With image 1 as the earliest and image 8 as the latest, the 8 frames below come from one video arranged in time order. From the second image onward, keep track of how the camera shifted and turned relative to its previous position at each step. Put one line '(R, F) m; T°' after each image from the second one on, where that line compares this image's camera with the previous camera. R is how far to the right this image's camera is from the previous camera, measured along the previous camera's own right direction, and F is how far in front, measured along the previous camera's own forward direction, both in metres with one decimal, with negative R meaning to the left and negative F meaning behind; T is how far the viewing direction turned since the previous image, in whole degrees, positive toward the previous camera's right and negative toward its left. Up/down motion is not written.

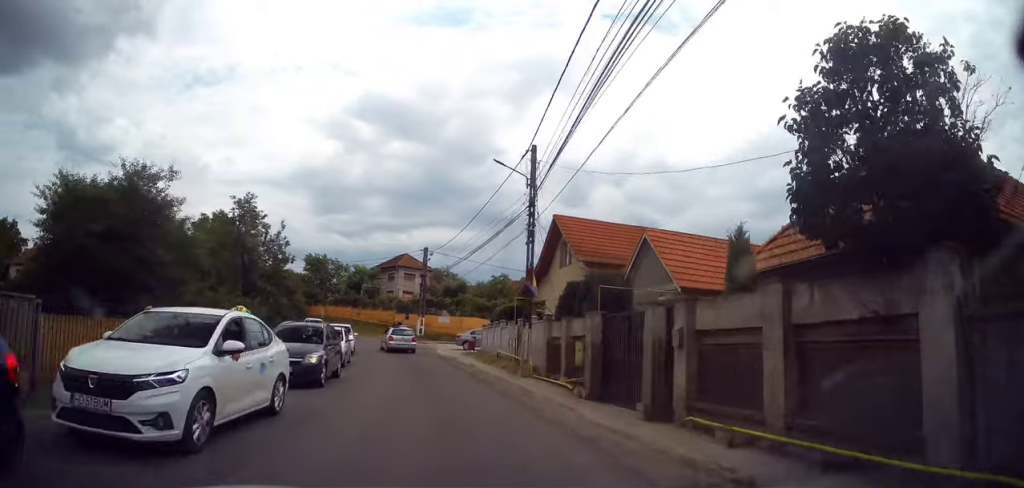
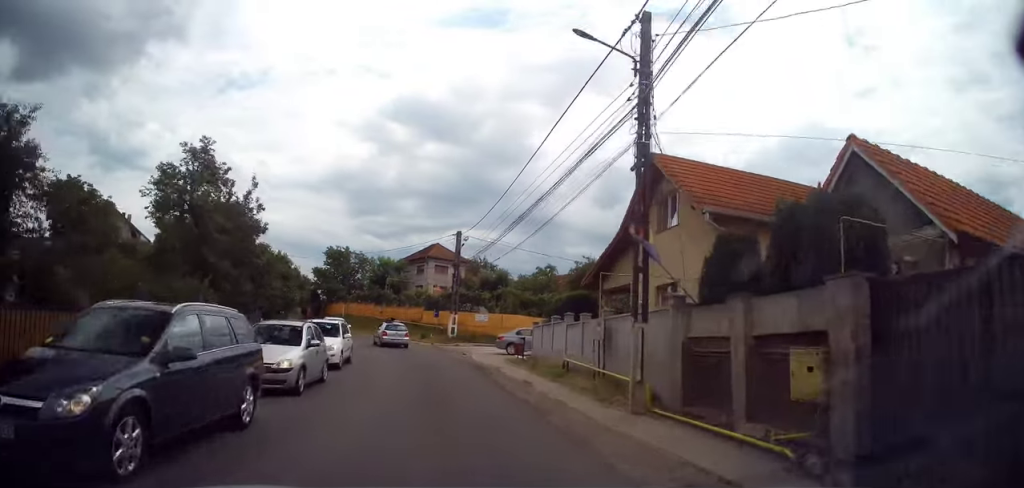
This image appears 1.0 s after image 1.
(+0.2, +8.6) m; -3°
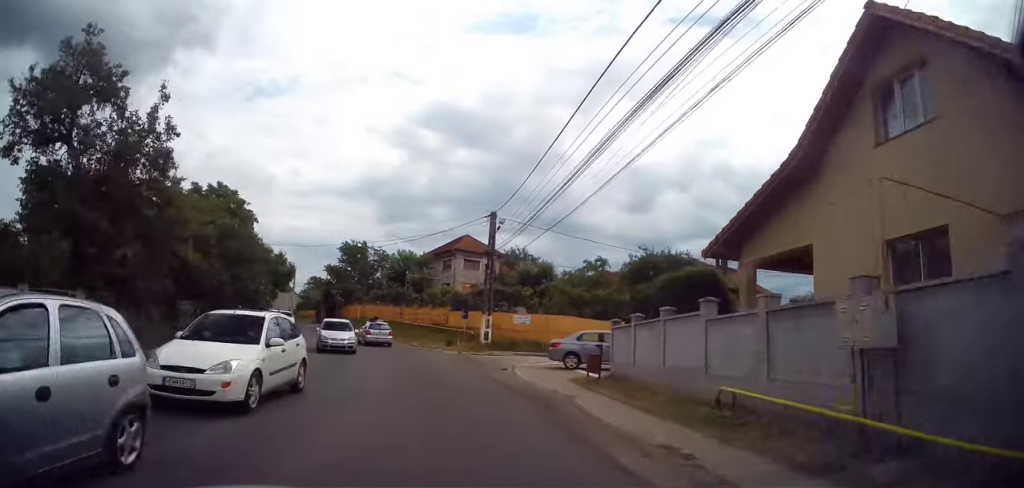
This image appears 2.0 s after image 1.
(-0.5, +8.6) m; -7°
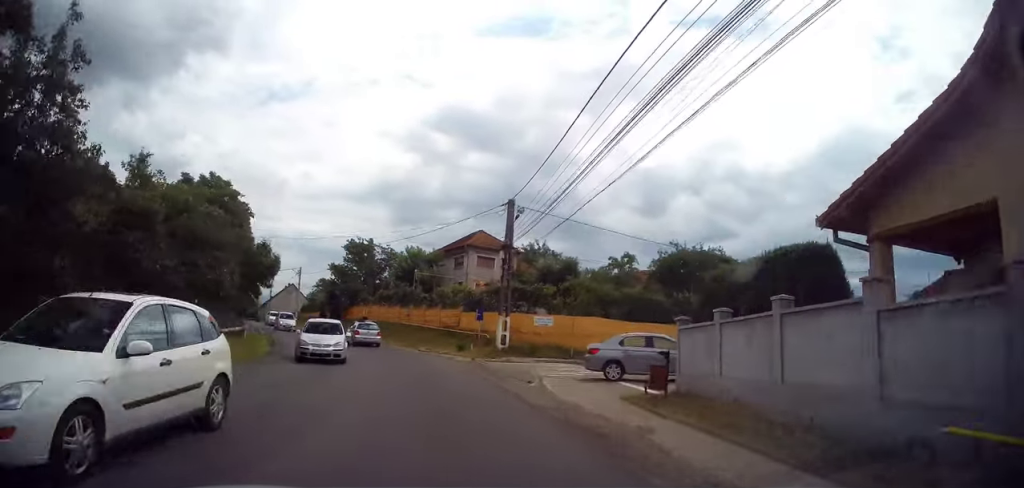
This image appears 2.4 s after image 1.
(-0.3, +4.1) m; -2°
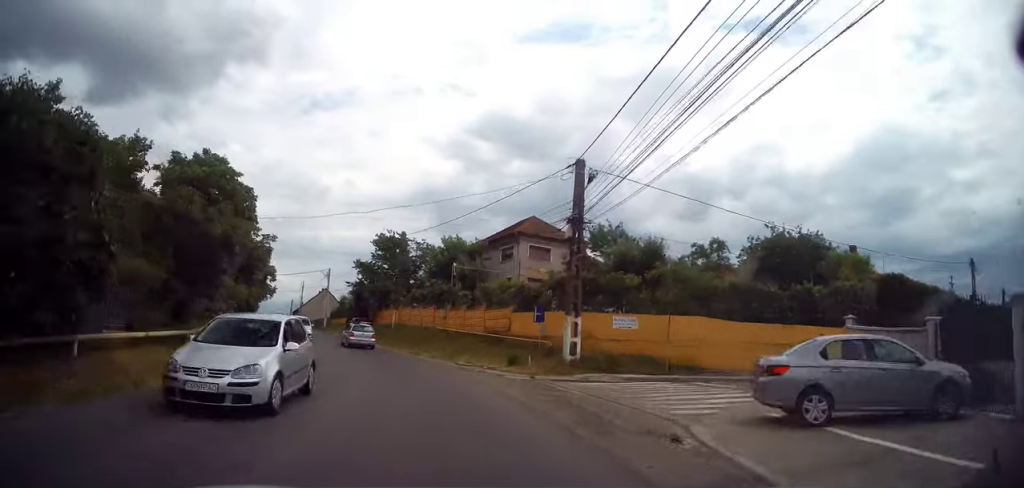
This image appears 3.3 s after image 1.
(-0.3, +8.2) m; -3°
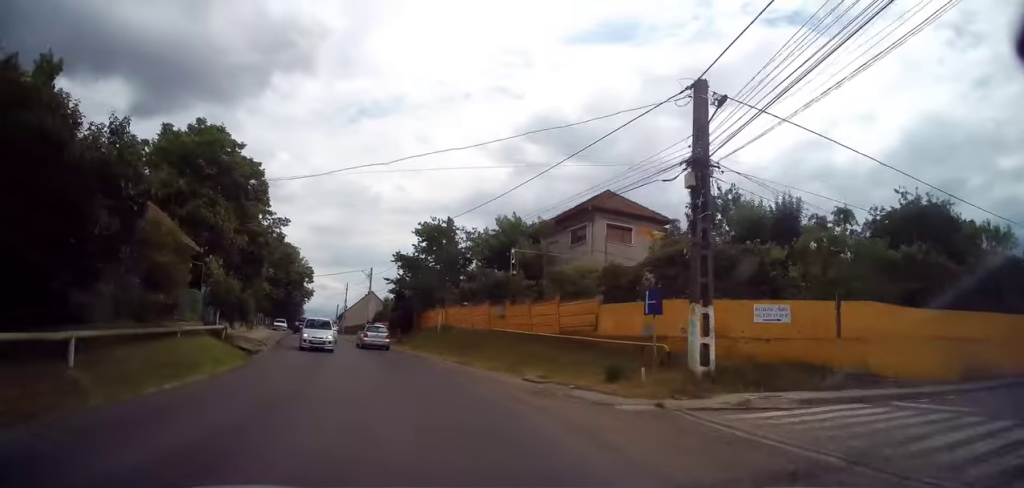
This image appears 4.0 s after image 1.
(+0.1, +7.6) m; -3°
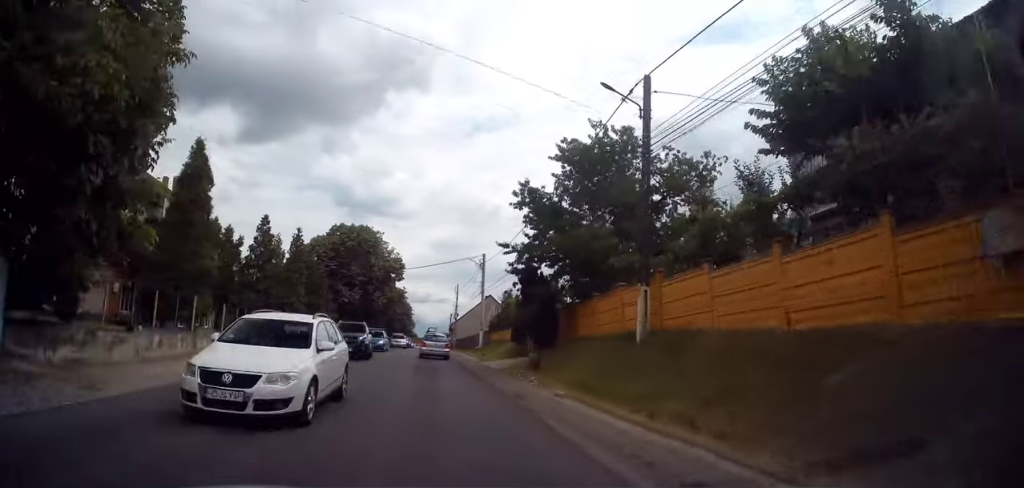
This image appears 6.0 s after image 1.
(-3.4, +21.8) m; -17°
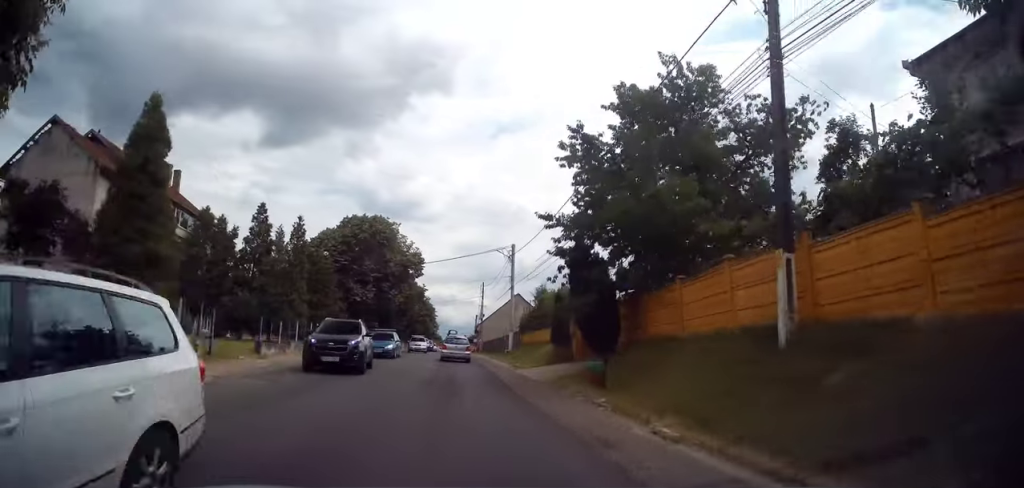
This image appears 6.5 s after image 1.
(-0.4, +5.7) m; 0°
